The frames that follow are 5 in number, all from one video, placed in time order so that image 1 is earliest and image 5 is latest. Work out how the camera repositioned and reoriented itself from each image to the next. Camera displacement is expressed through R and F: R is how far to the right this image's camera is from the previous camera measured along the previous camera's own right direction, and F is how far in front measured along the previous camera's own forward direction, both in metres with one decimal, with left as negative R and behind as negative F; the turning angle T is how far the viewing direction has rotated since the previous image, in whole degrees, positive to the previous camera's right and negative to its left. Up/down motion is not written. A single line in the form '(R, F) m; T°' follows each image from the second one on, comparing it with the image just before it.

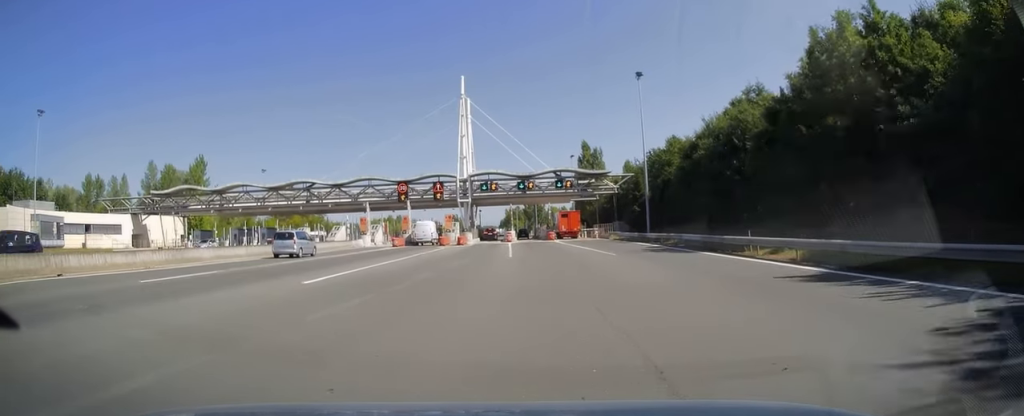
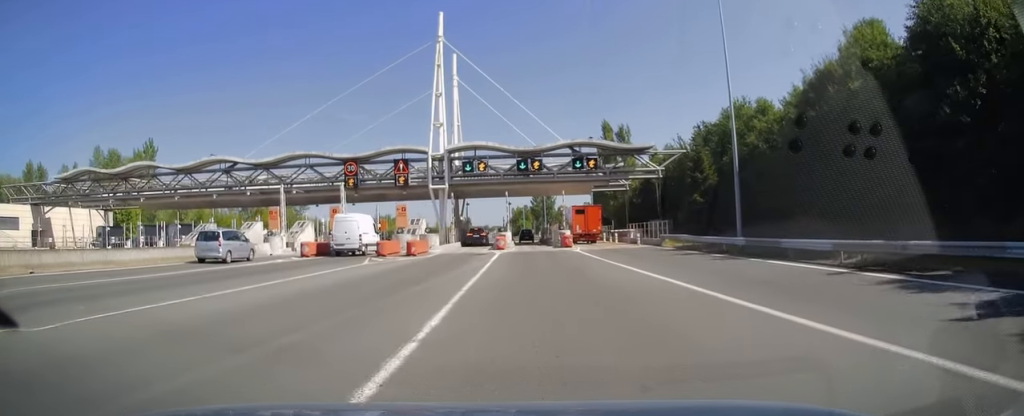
(-0.1, +26.9) m; -1°
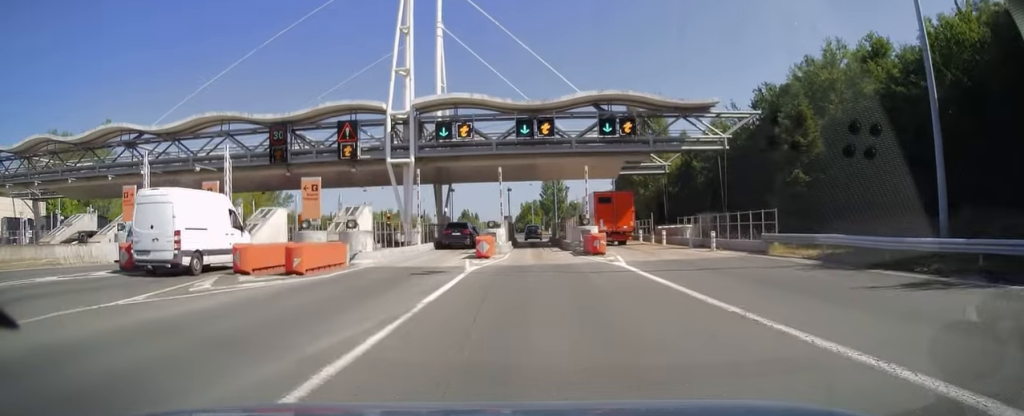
(-0.3, +19.0) m; -1°
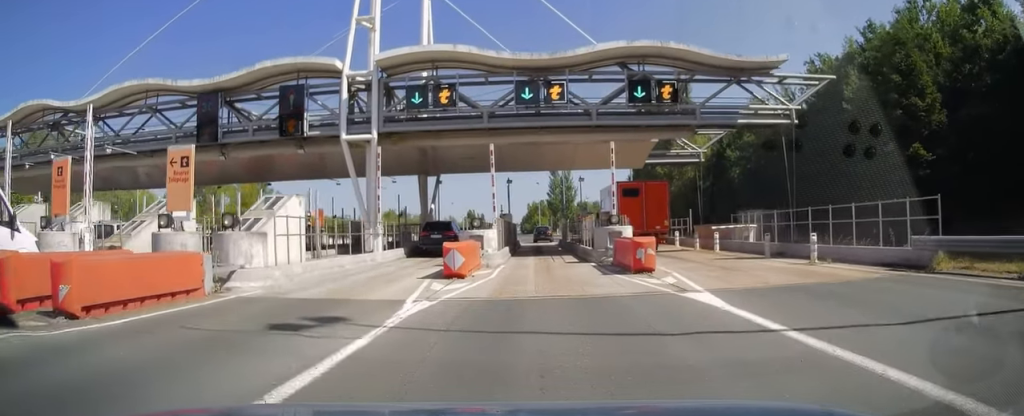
(0.0, +10.5) m; 0°
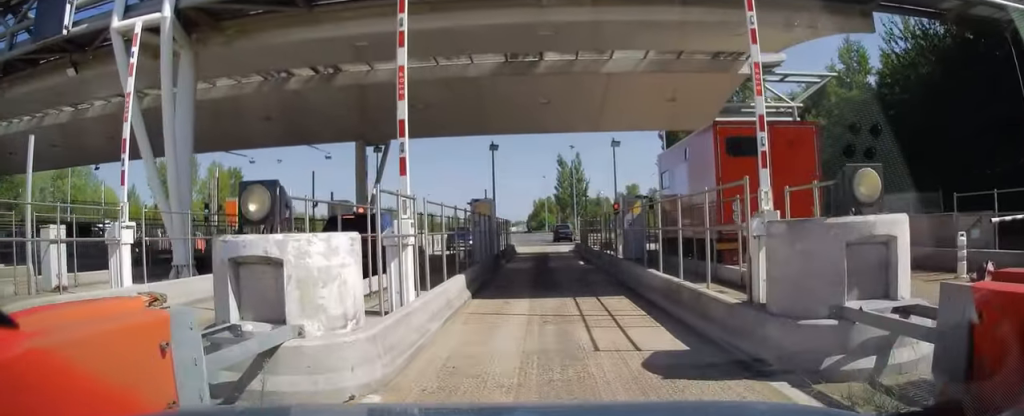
(-0.2, +18.1) m; -2°
